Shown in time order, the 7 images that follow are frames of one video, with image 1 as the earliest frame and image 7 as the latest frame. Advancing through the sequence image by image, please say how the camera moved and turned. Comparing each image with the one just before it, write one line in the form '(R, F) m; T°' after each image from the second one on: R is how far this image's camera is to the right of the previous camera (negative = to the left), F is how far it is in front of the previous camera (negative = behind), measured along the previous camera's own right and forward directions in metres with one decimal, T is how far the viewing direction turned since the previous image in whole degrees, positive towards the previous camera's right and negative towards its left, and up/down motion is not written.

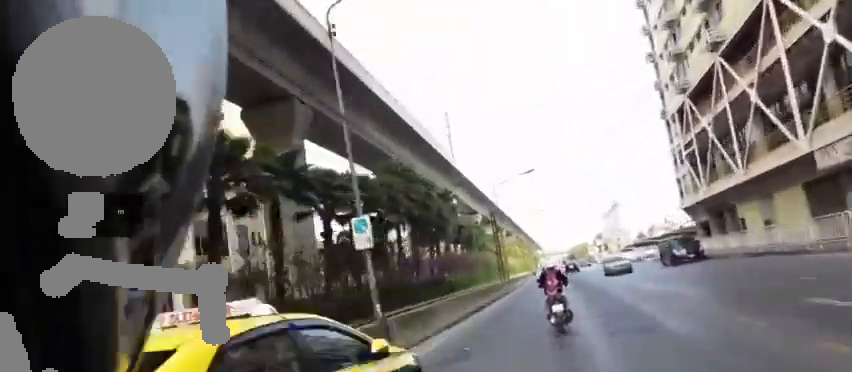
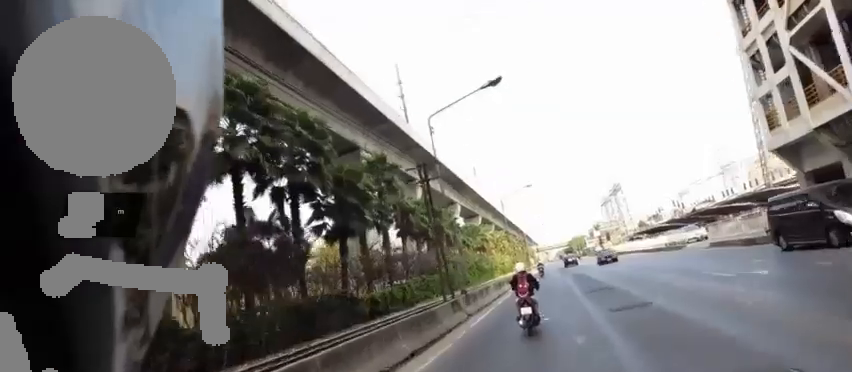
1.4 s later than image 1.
(0.0, +17.6) m; 0°
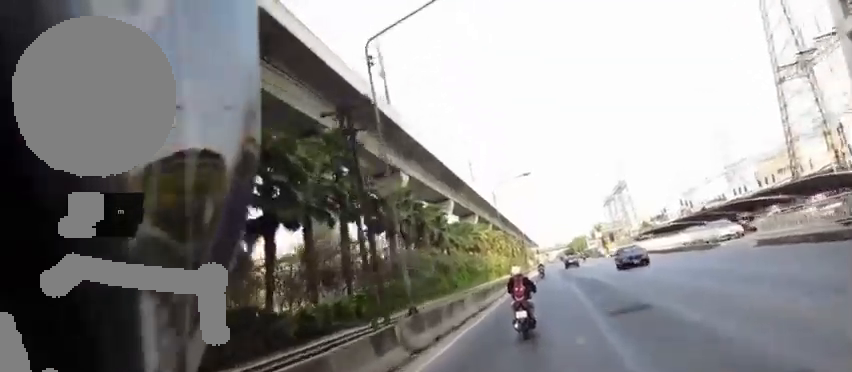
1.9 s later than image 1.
(0.0, +7.4) m; +2°
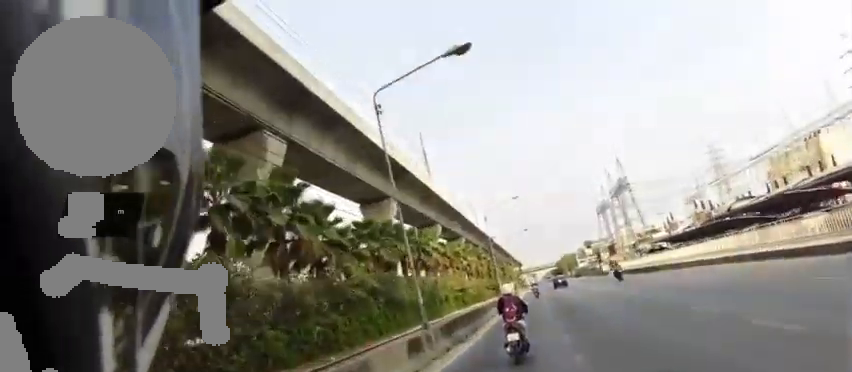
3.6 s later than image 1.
(+2.6, +27.0) m; +14°
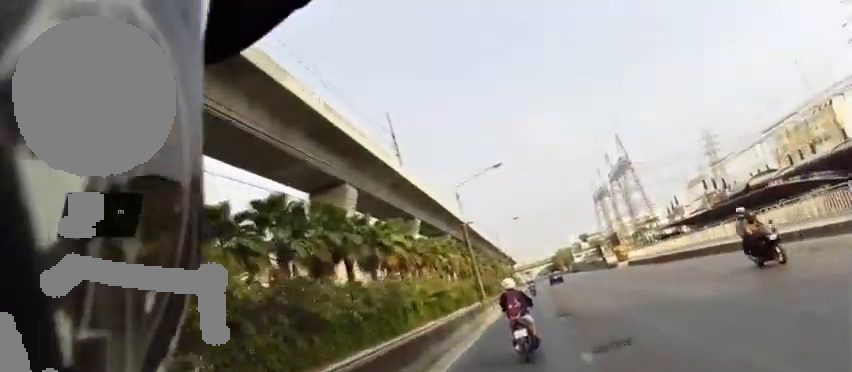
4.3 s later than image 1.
(+0.7, +13.0) m; +6°
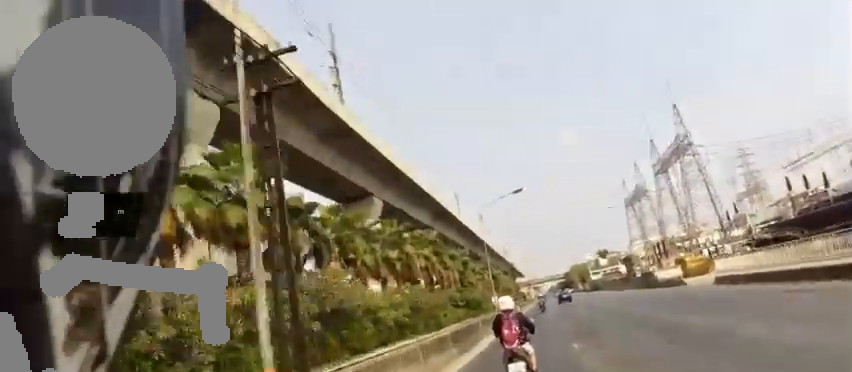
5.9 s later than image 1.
(+2.2, +28.8) m; +5°
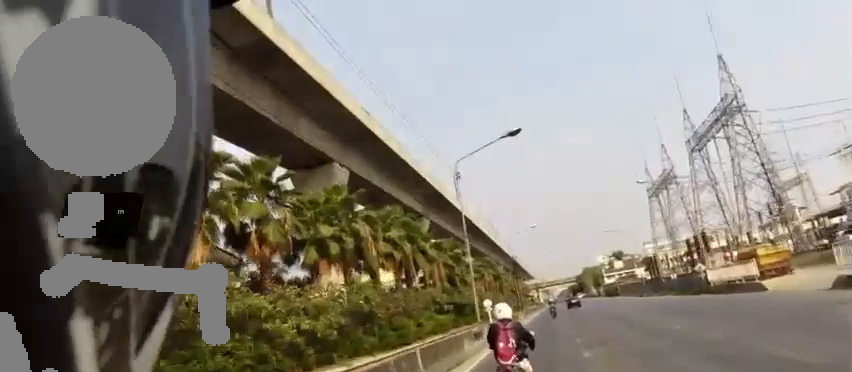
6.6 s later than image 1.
(0.0, +14.7) m; -2°
